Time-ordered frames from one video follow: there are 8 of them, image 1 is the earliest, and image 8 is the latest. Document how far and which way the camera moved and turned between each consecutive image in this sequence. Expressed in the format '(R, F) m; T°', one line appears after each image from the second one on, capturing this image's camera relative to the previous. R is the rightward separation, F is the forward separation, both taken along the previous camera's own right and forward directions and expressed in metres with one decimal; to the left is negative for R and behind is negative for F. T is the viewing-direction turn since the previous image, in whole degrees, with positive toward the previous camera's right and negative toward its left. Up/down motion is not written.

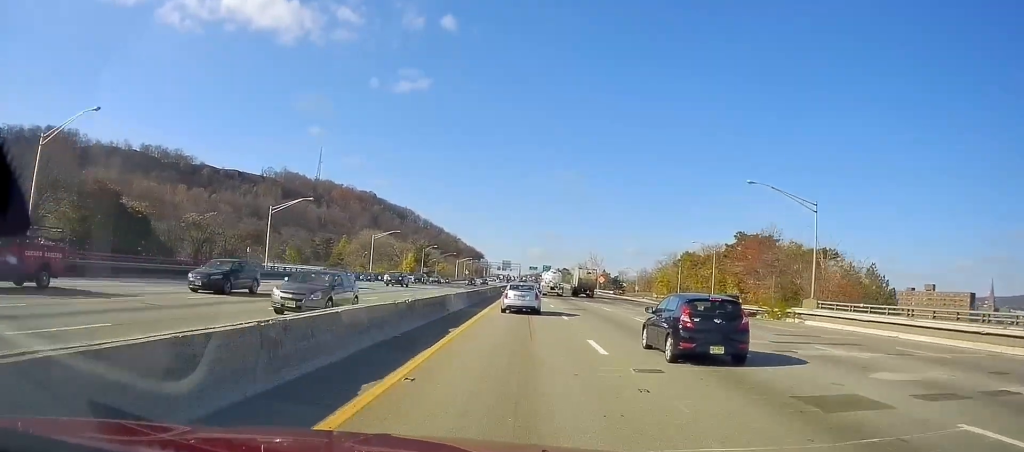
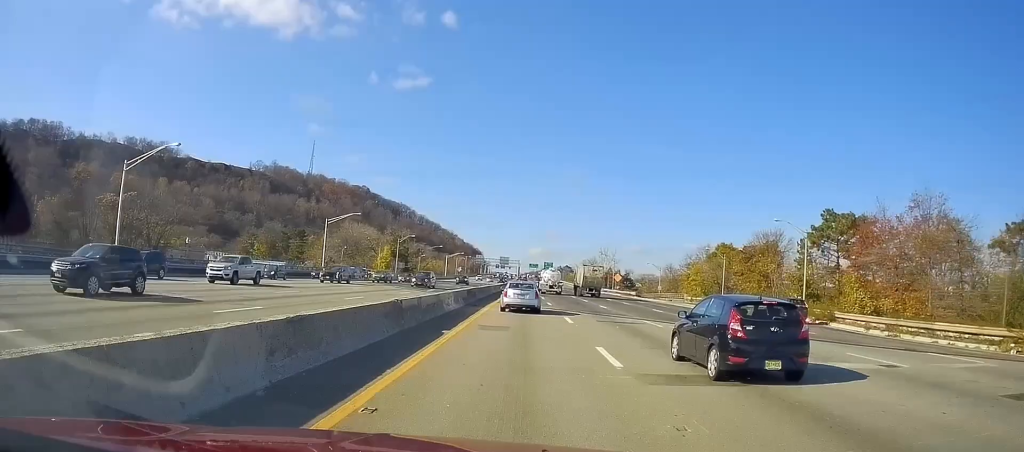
(+0.2, +26.1) m; 0°
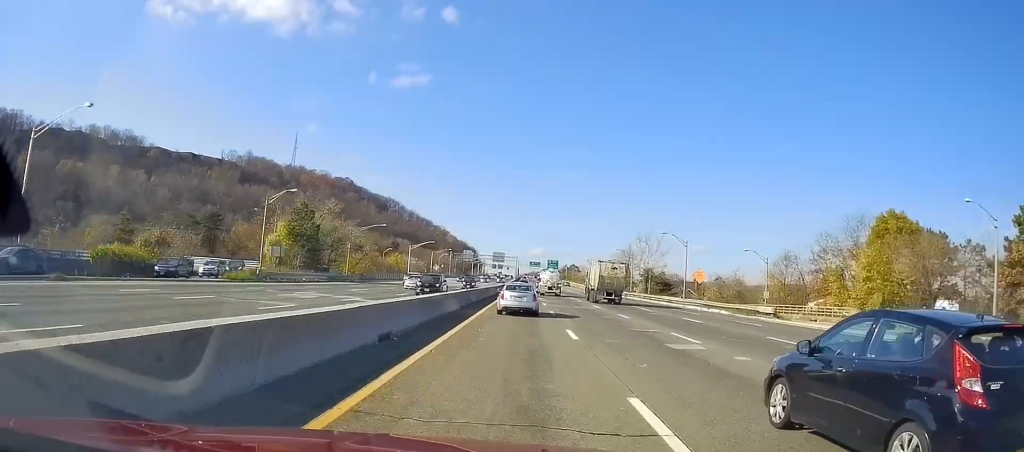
(-0.1, +56.9) m; 0°
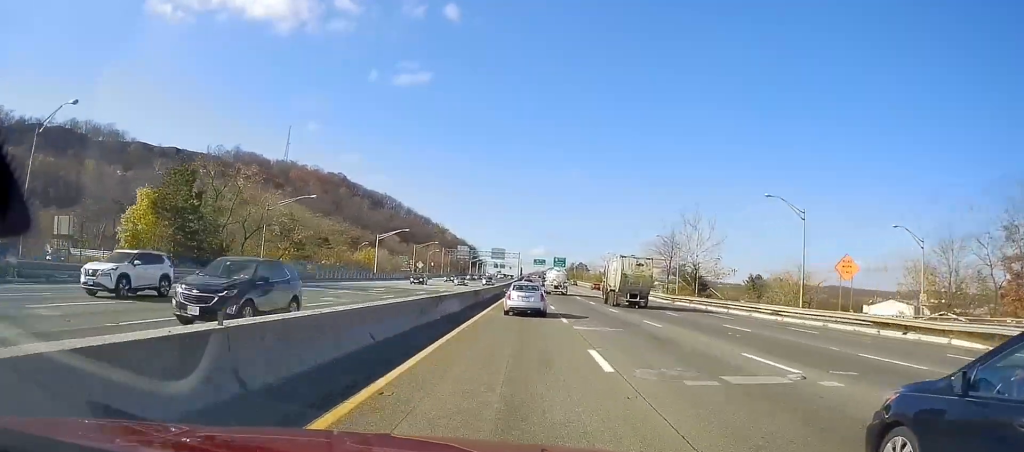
(0.0, +29.7) m; 0°
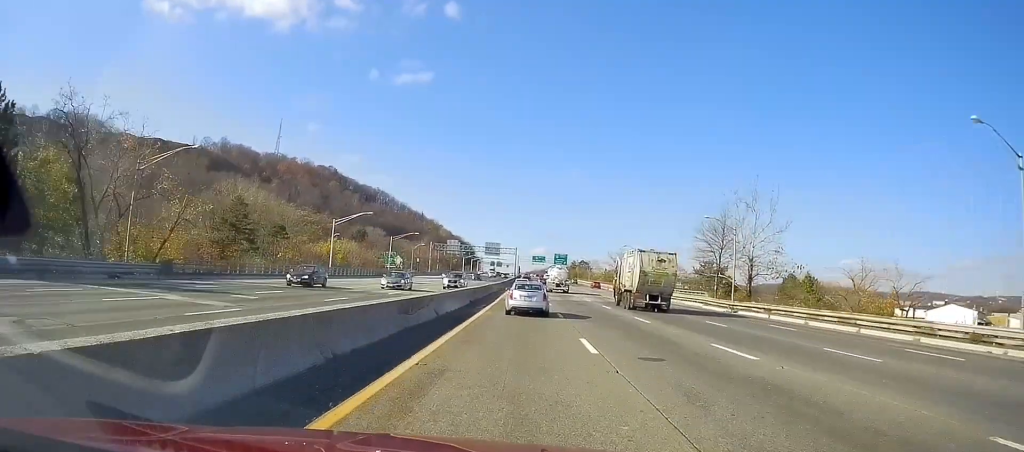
(0.0, +21.3) m; 0°
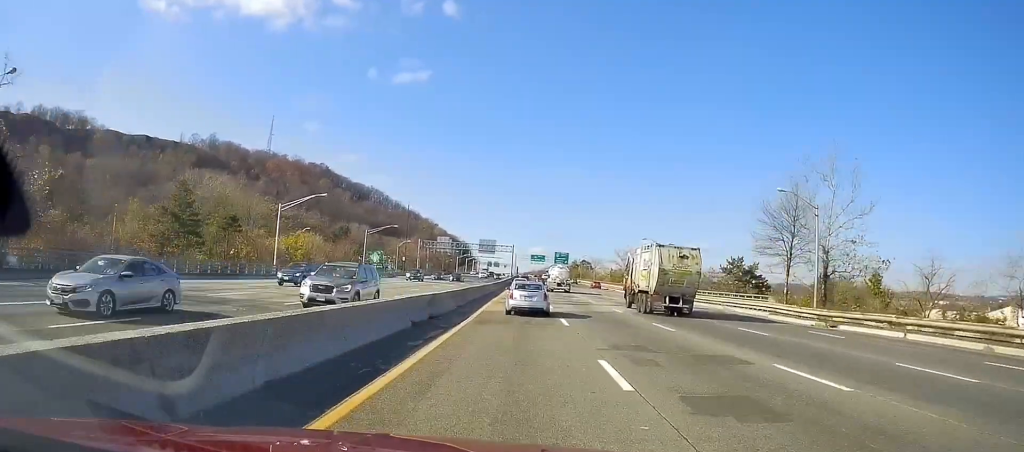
(0.0, +16.5) m; 0°
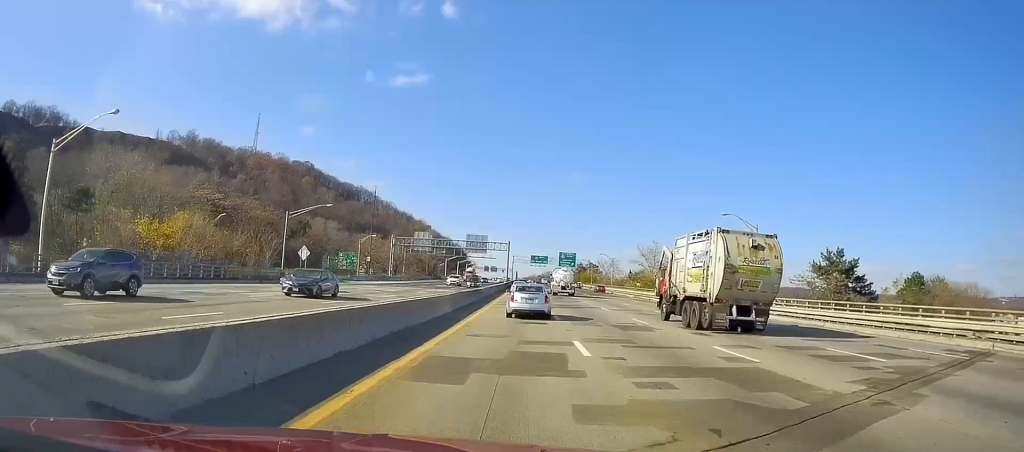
(0.0, +32.3) m; 0°
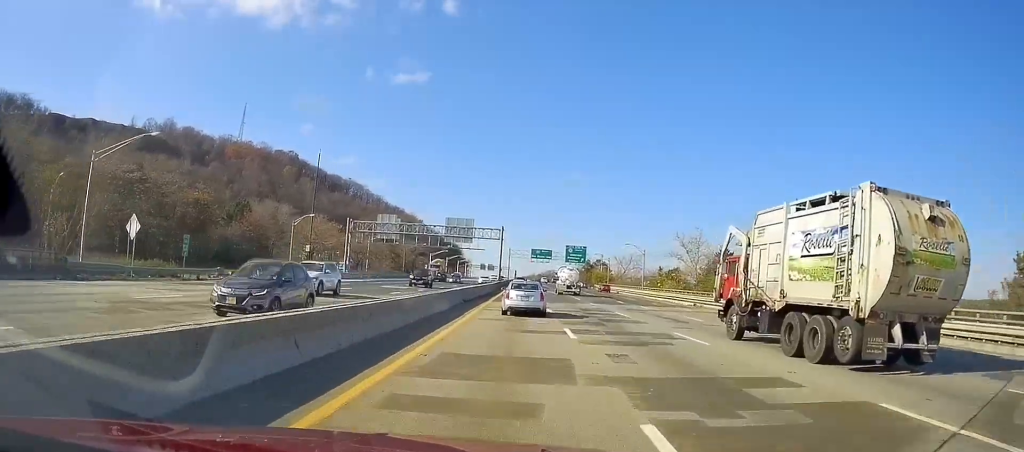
(+0.2, +32.6) m; +1°
